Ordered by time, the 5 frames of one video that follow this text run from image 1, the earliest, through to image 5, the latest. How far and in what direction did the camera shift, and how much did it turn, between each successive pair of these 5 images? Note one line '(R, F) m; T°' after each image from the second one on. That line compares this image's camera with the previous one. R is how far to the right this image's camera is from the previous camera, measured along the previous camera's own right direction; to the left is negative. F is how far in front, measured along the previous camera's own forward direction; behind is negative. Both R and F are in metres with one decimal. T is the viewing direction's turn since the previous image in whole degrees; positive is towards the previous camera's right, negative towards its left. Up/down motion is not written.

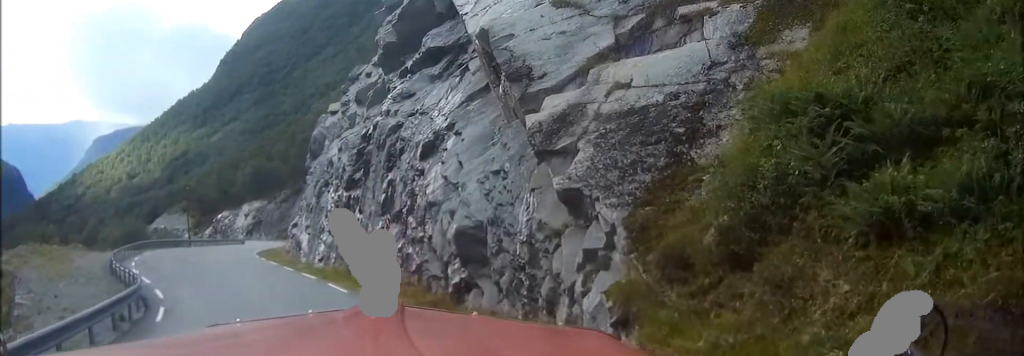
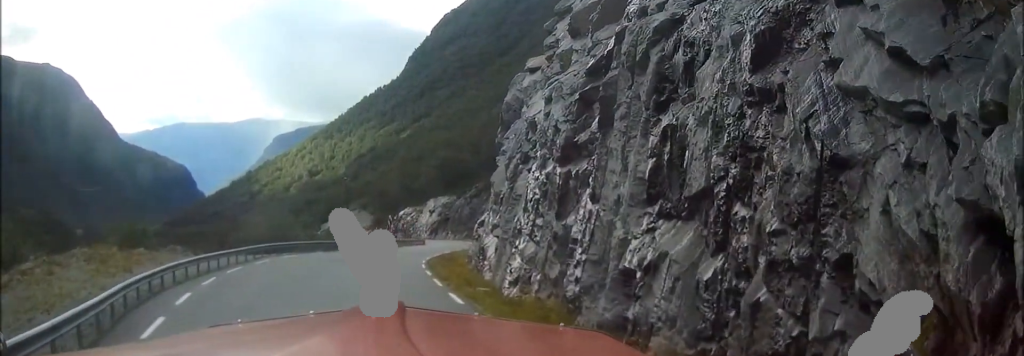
(-1.9, +15.6) m; -6°
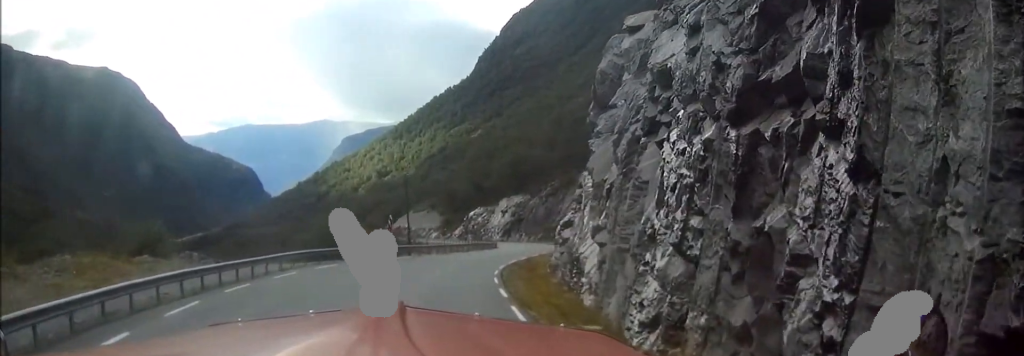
(0.0, +8.8) m; -6°
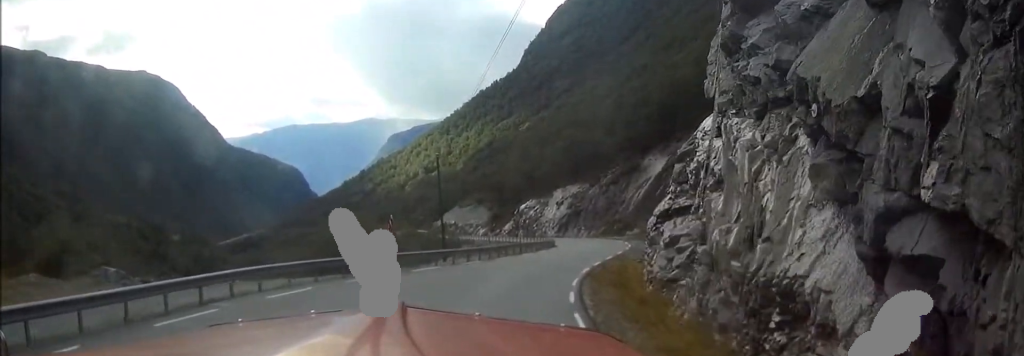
(-0.6, +14.7) m; -5°
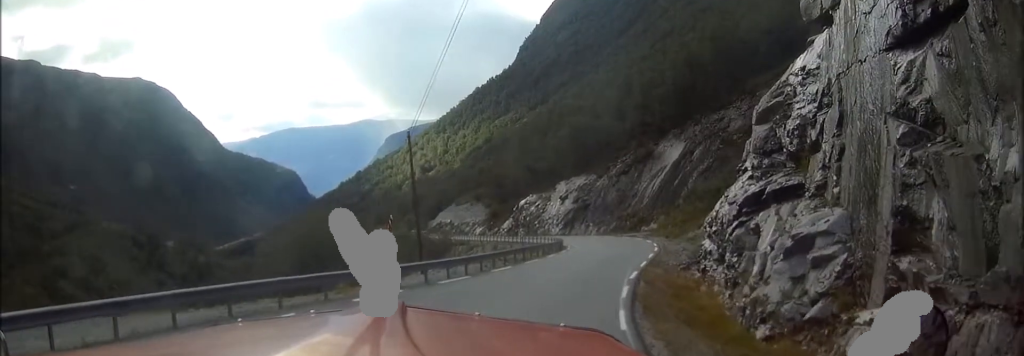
(-2.5, +12.2) m; -9°
